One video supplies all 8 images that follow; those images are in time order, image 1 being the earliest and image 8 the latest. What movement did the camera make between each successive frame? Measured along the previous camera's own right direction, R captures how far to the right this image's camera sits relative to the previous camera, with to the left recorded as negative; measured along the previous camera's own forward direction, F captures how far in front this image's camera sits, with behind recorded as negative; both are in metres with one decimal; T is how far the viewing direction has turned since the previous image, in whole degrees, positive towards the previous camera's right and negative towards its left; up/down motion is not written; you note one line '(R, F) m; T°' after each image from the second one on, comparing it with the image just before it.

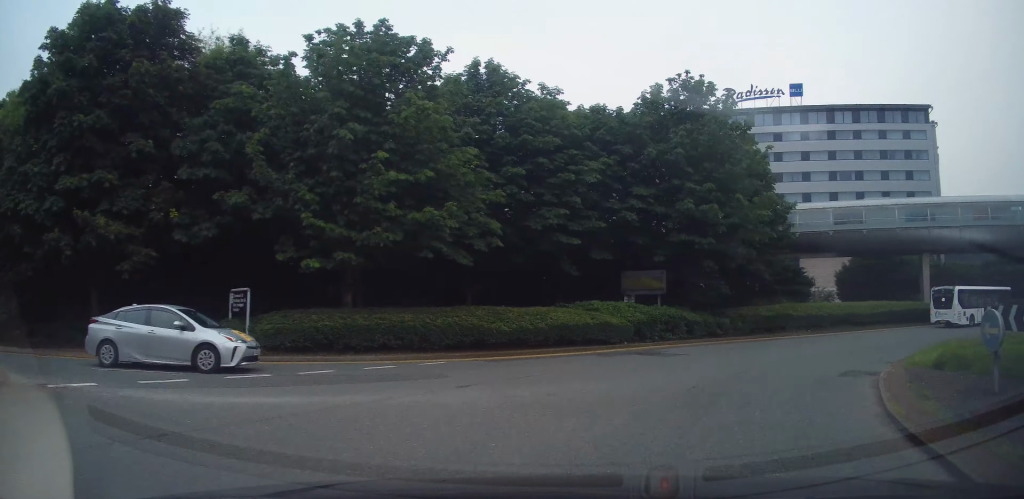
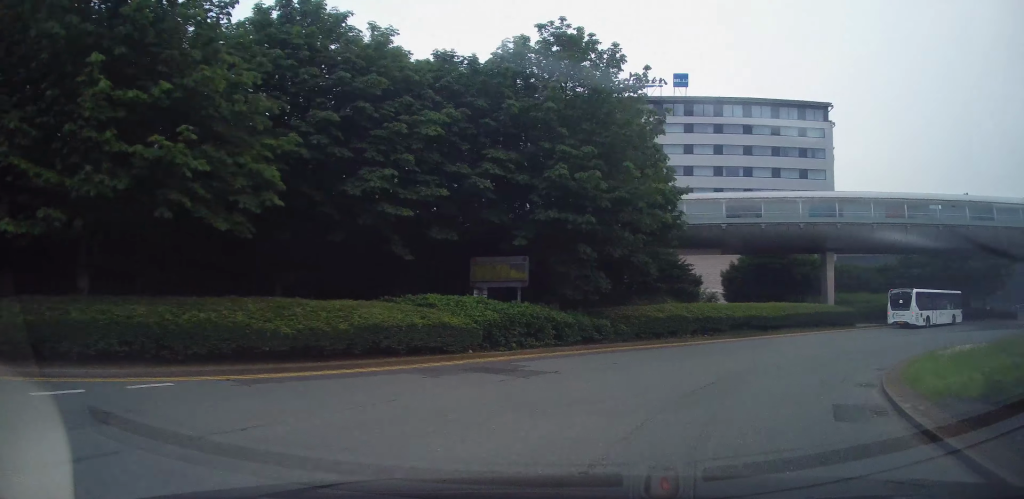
(+0.9, +6.1) m; +14°
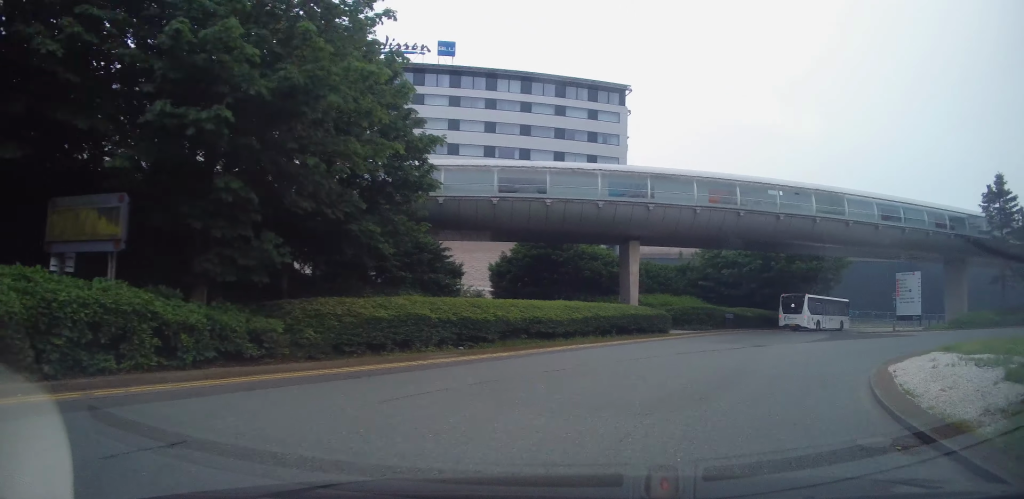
(+2.1, +10.1) m; +25°
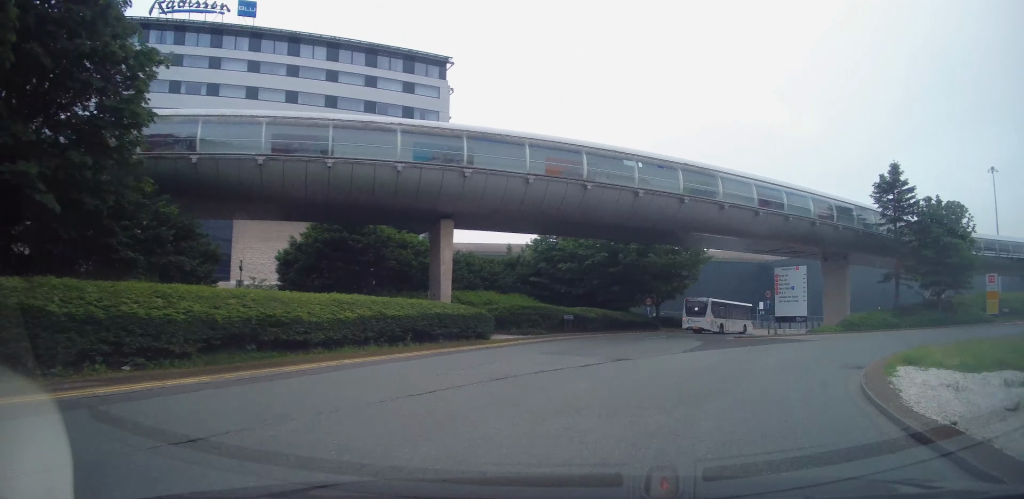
(+1.4, +7.9) m; +15°
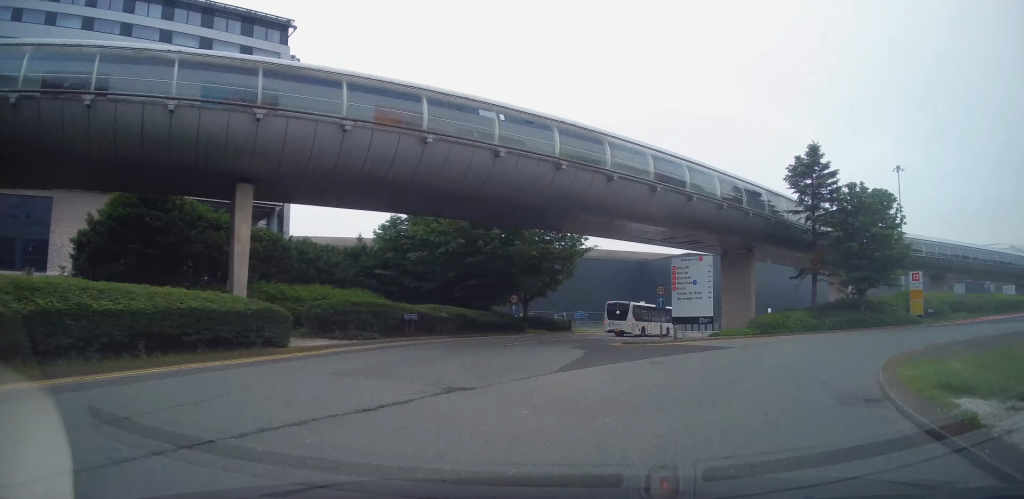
(+0.7, +7.2) m; +13°
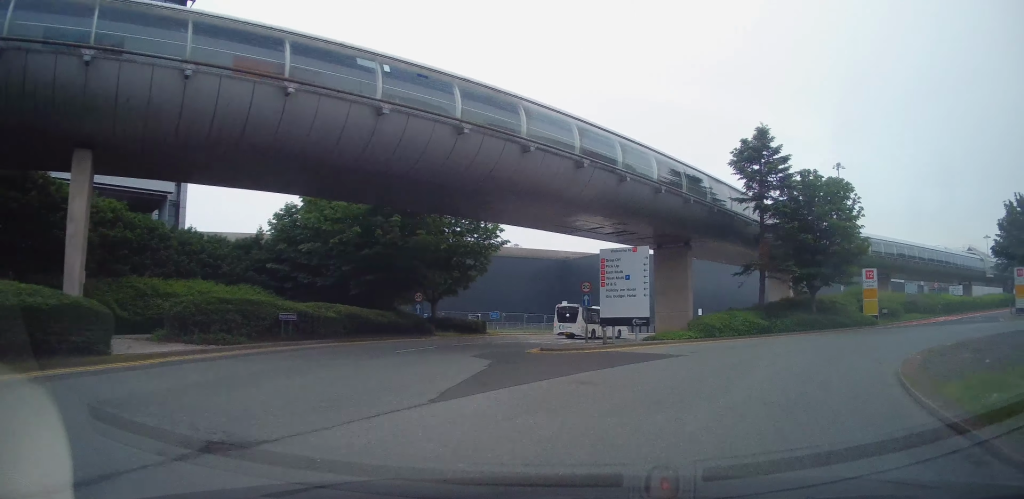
(-0.1, +4.6) m; +9°
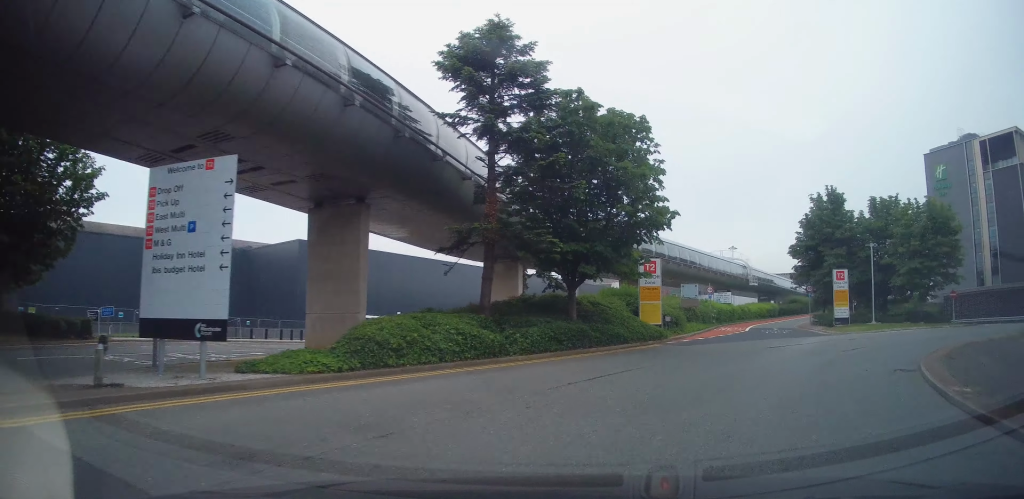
(+5.0, +13.6) m; +36°
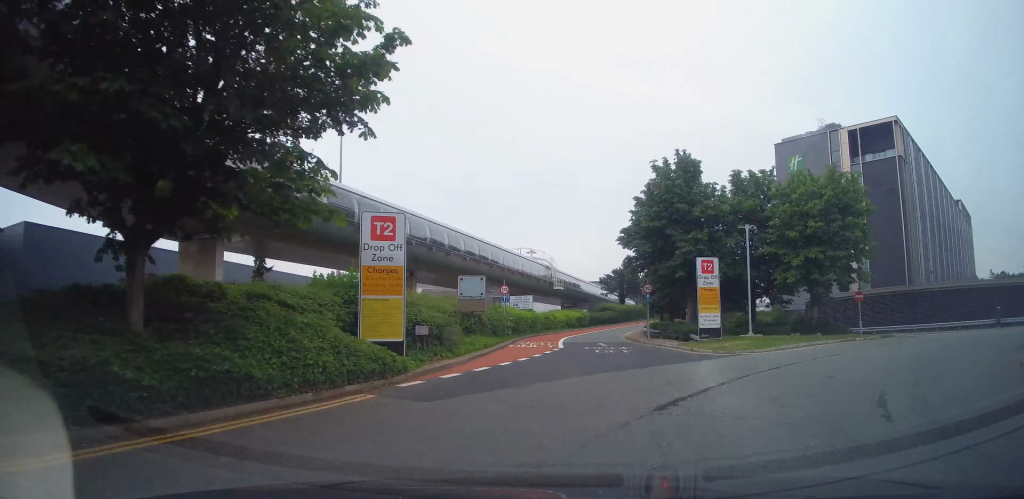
(+2.7, +14.2) m; +15°
